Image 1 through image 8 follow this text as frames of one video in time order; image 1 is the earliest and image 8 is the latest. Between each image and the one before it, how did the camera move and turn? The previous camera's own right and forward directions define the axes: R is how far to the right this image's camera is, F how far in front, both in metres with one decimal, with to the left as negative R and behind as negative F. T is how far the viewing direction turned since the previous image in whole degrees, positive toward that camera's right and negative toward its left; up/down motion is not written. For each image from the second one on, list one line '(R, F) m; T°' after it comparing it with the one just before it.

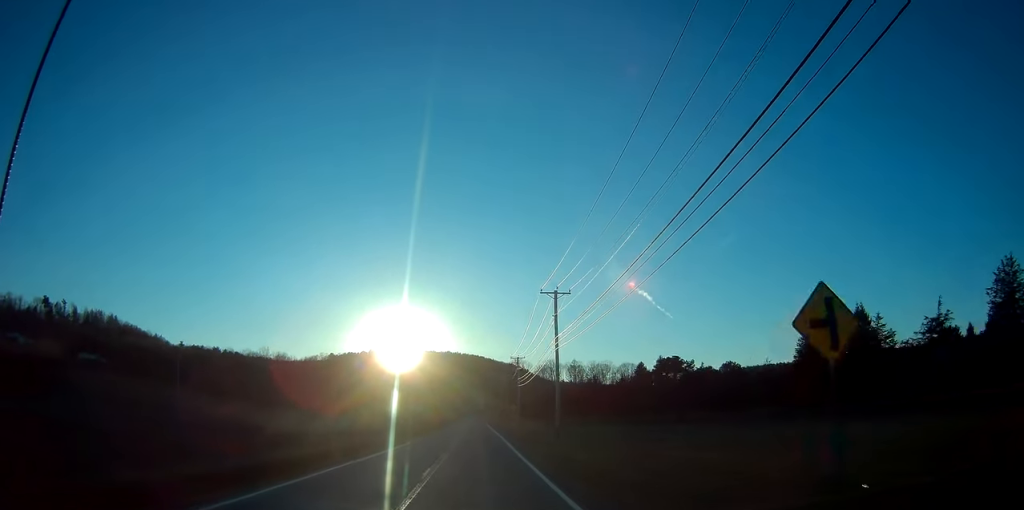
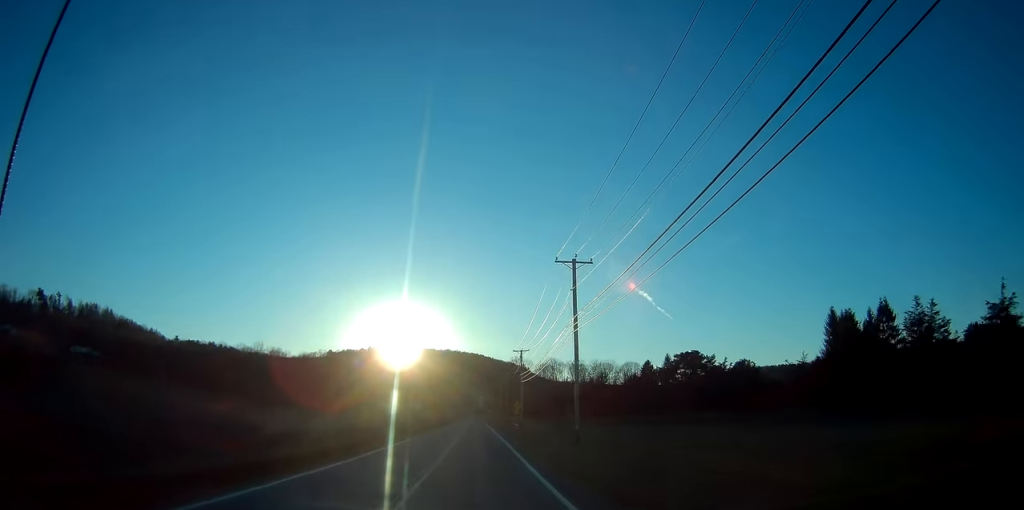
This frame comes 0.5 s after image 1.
(-0.1, +9.3) m; 0°
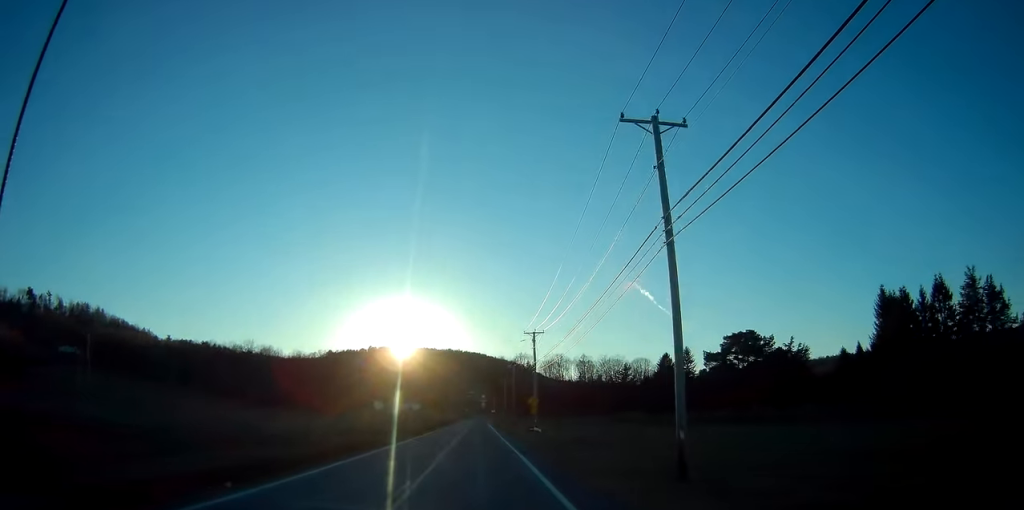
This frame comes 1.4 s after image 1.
(+0.3, +18.6) m; 0°
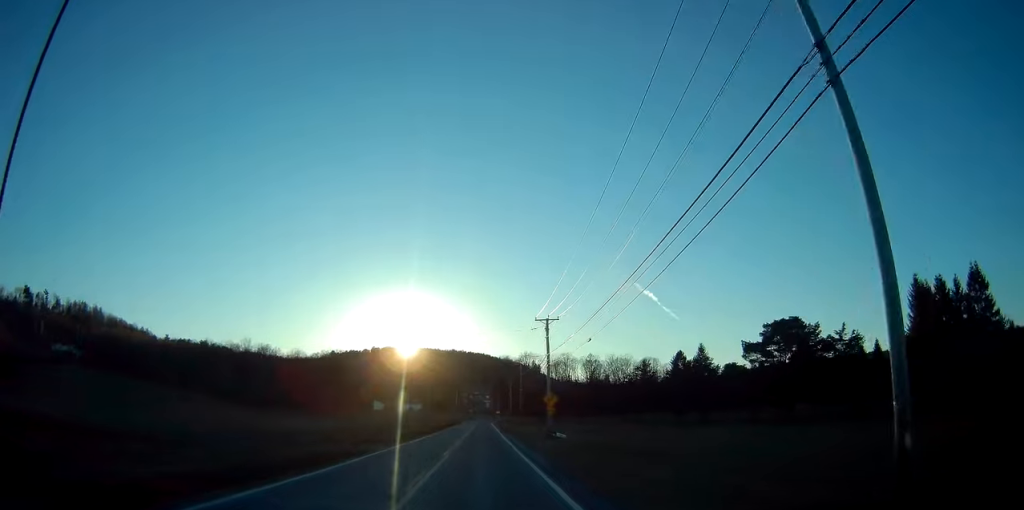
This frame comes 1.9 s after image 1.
(-0.2, +9.9) m; -1°
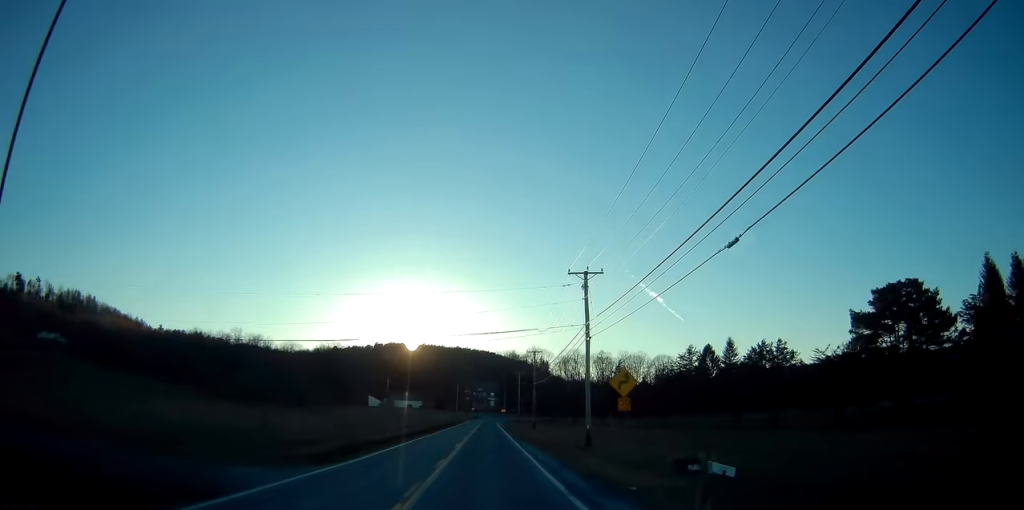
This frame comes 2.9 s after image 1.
(-0.1, +19.2) m; 0°
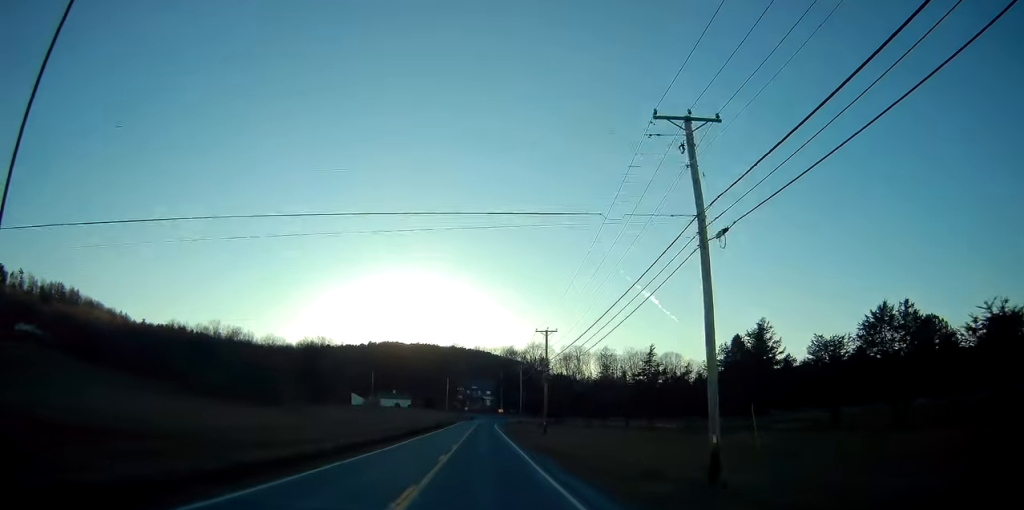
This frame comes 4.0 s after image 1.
(+0.3, +21.9) m; 0°
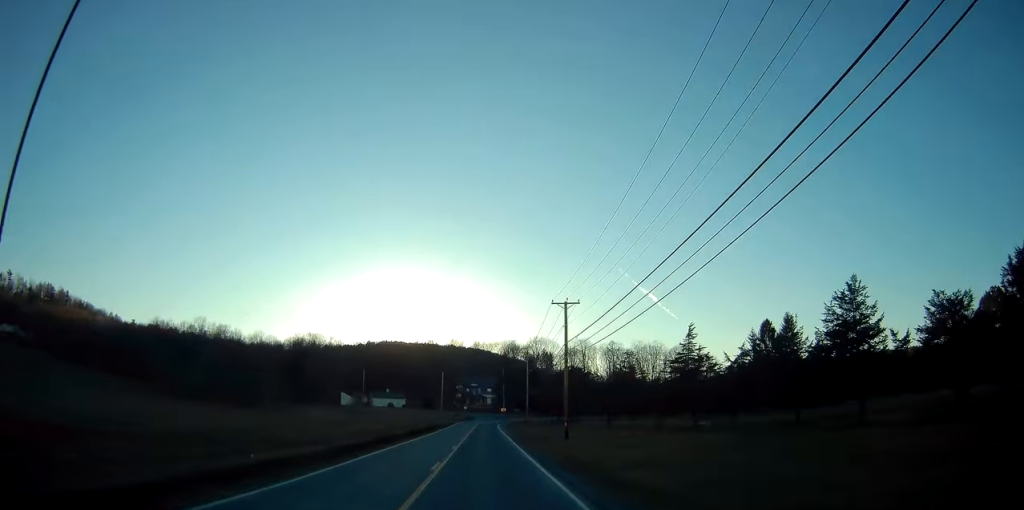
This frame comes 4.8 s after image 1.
(-0.1, +15.9) m; 0°
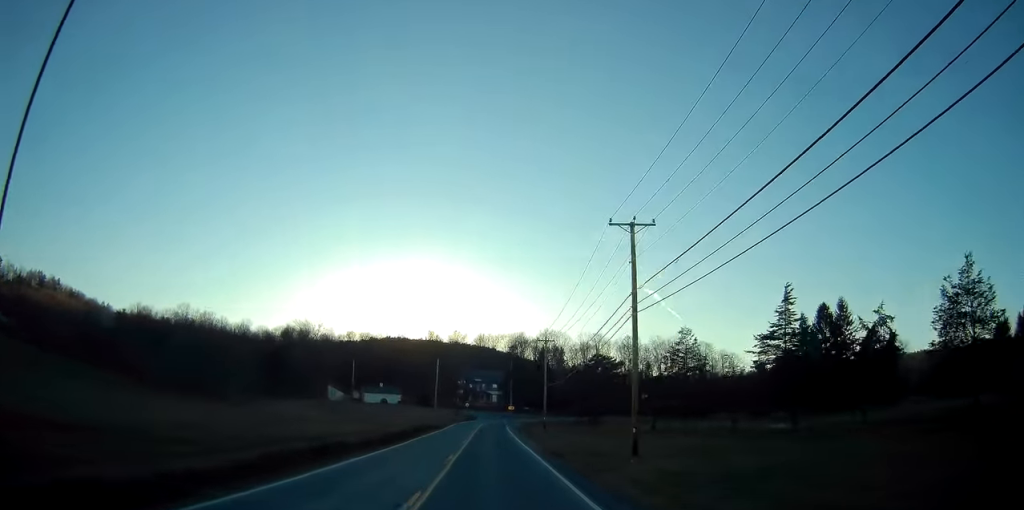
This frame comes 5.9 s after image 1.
(0.0, +21.5) m; 0°
